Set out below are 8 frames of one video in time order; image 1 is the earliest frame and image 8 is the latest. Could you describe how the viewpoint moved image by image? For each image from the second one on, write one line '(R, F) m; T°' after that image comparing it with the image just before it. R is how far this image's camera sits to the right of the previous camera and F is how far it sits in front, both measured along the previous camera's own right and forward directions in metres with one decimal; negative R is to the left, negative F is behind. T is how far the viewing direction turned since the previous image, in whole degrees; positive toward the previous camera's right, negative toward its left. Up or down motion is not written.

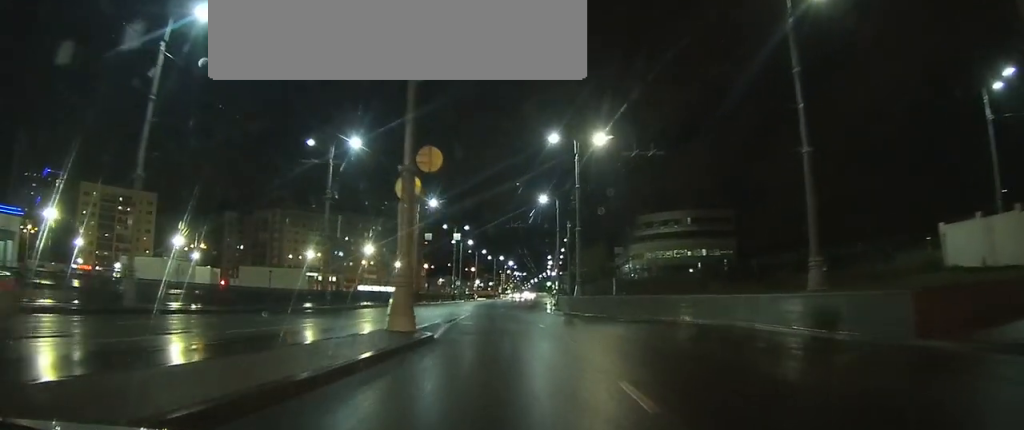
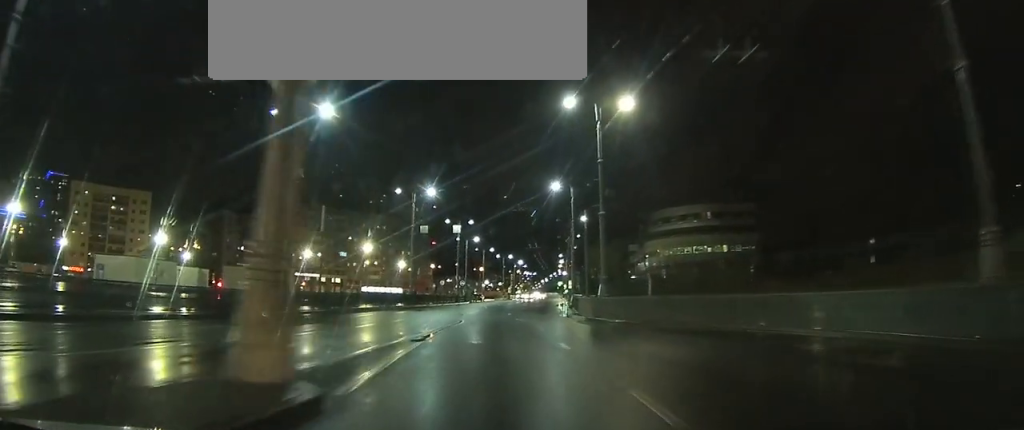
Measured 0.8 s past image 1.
(-0.1, +9.0) m; -1°
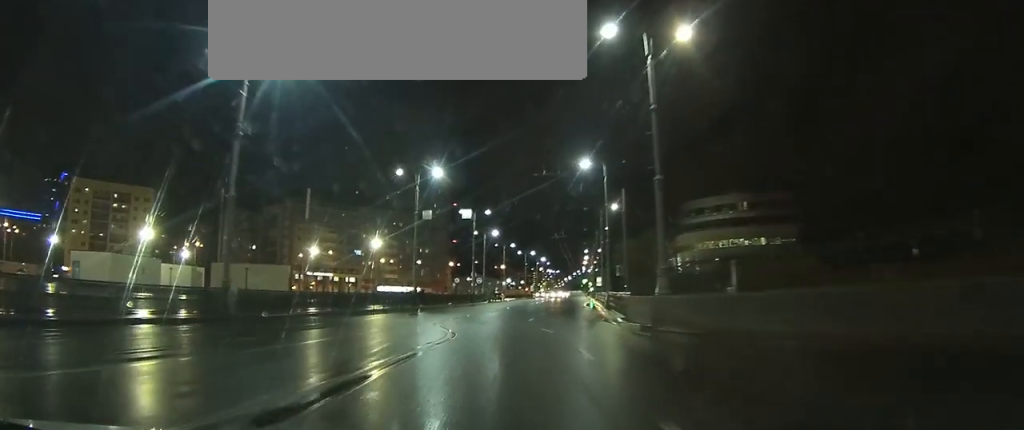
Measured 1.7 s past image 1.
(0.0, +10.1) m; -1°
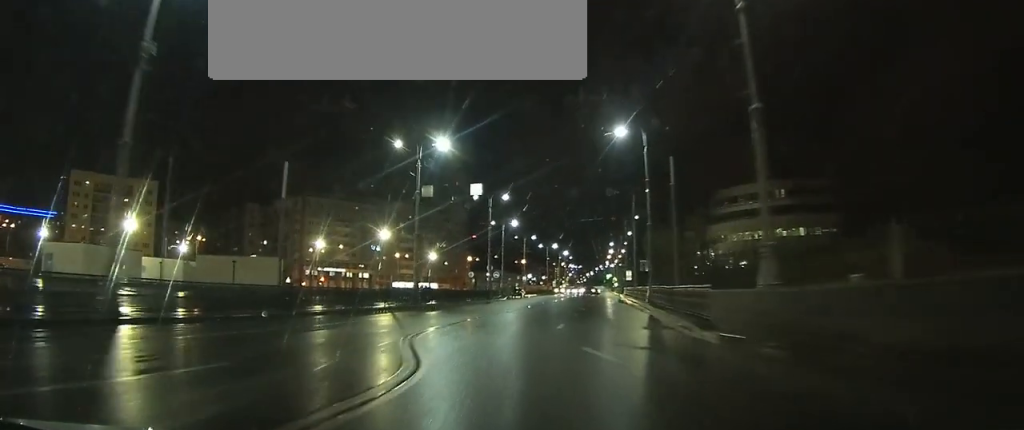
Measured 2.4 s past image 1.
(-0.2, +9.3) m; 0°
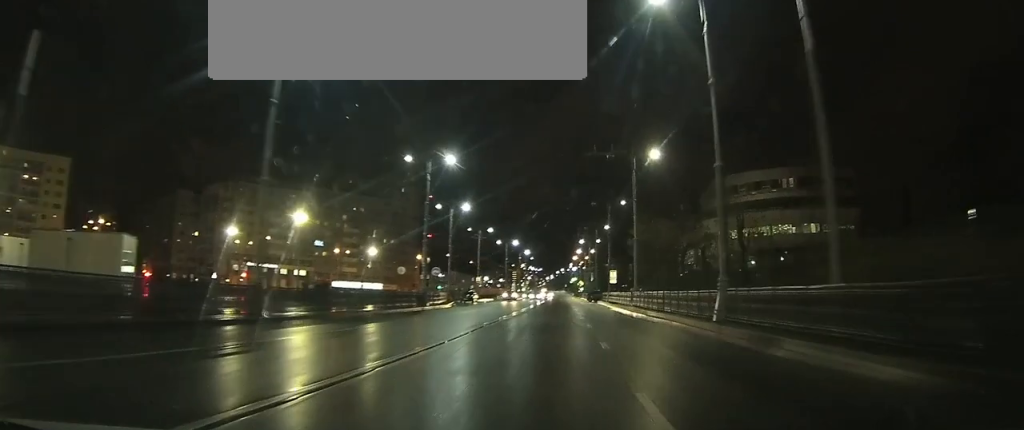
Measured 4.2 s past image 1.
(+1.1, +22.3) m; +5°
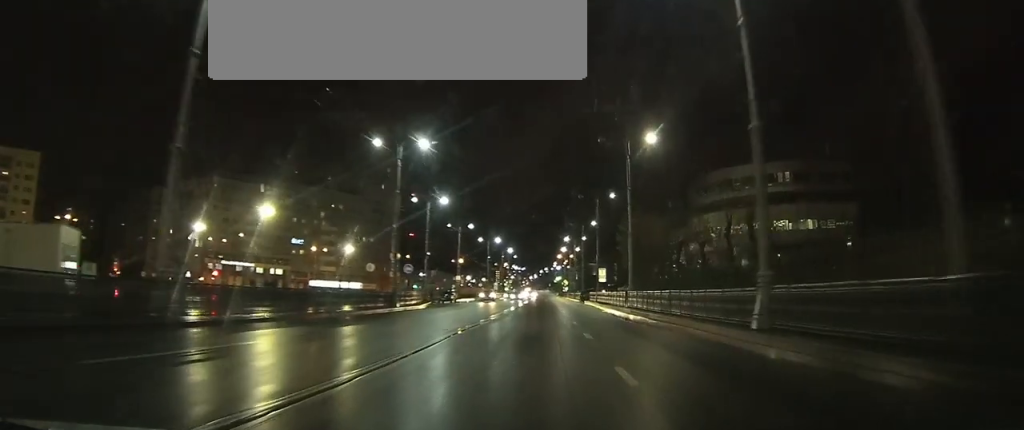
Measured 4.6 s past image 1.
(+0.1, +5.3) m; +1°
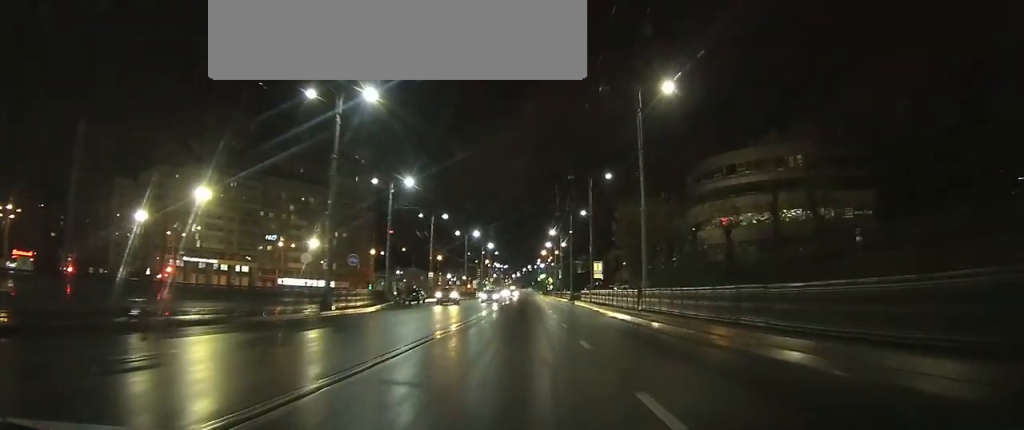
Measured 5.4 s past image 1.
(0.0, +11.4) m; 0°
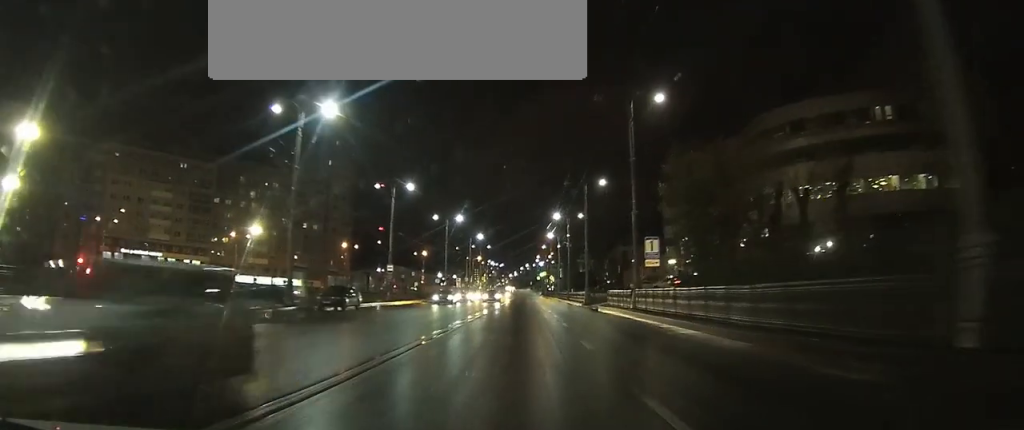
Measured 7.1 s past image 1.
(0.0, +24.6) m; 0°
